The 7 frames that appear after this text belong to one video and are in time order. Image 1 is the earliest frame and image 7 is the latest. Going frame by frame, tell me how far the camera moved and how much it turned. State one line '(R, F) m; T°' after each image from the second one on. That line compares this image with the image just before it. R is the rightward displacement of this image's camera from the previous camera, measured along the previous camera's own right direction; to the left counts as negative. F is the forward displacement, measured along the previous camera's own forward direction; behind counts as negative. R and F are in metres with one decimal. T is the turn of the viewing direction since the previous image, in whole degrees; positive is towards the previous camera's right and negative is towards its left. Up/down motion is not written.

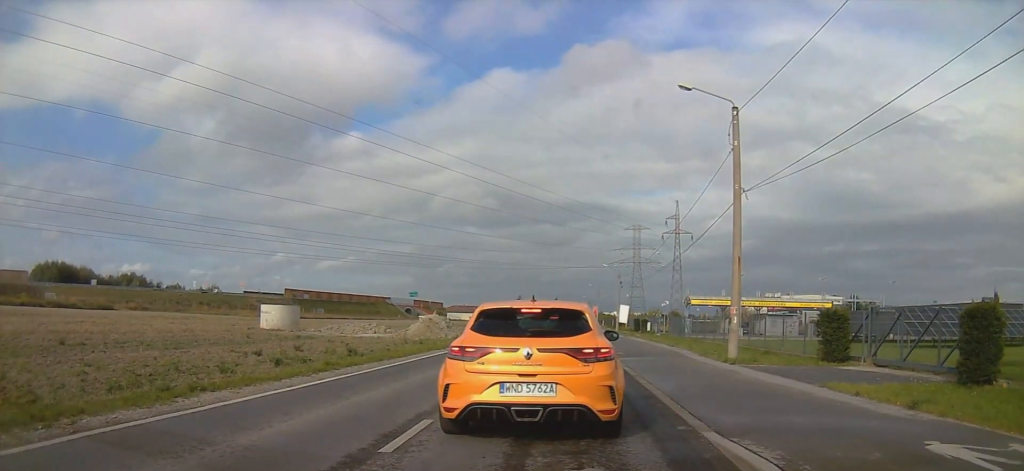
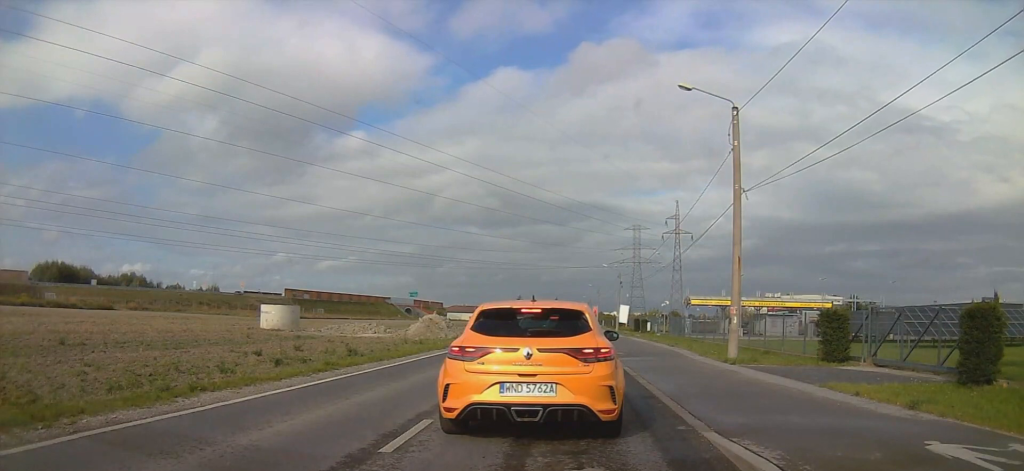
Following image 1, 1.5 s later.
(0.0, +0.4) m; 0°
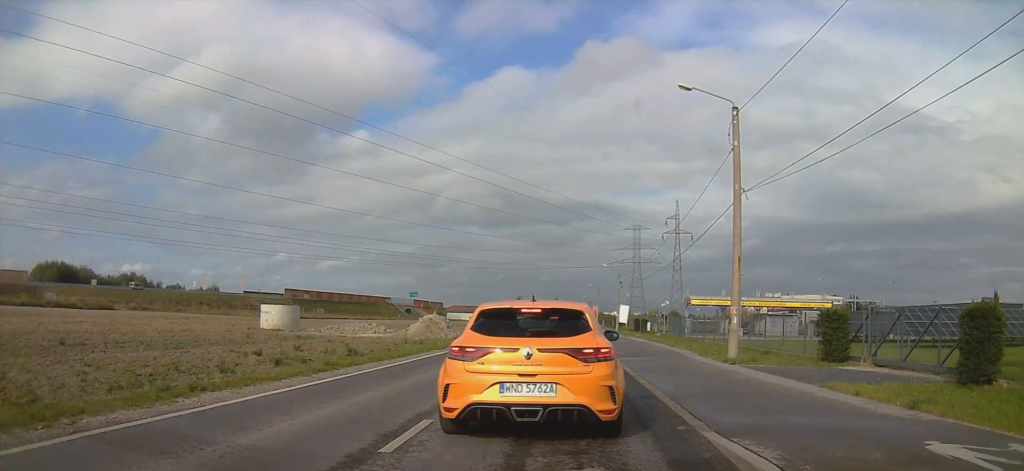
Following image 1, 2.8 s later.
(0.0, 0.0) m; 0°
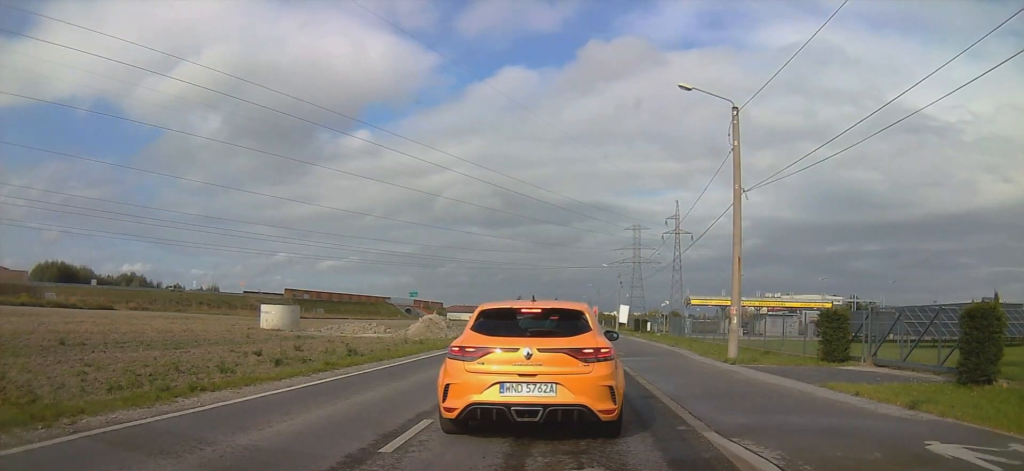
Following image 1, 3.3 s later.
(0.0, 0.0) m; 0°
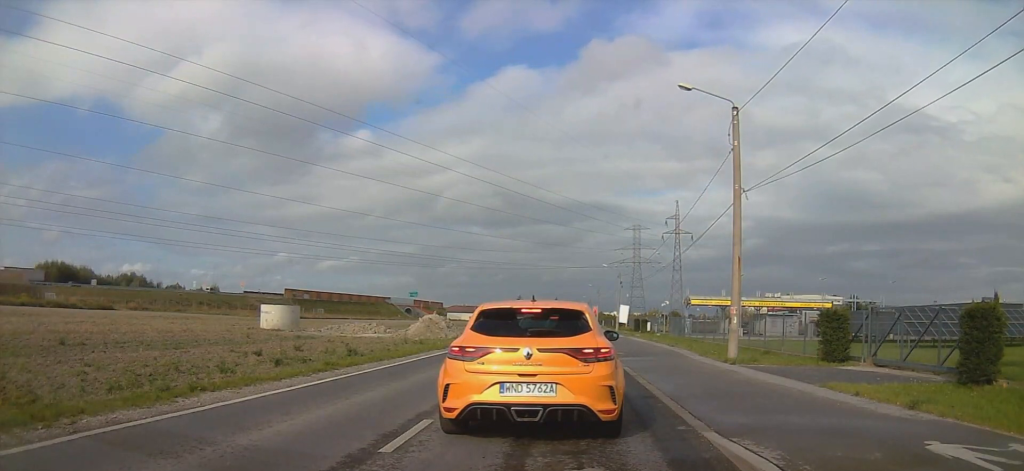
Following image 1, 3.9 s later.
(0.0, 0.0) m; 0°
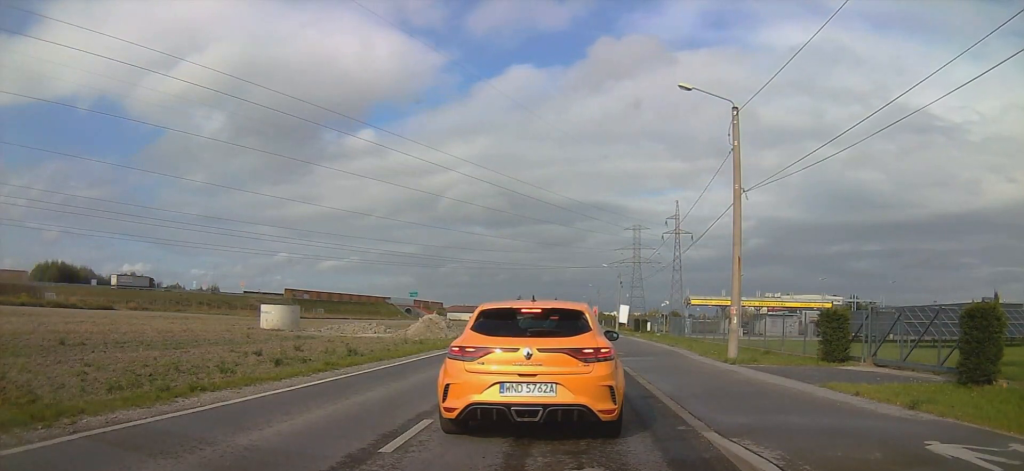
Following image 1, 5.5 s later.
(0.0, 0.0) m; 0°
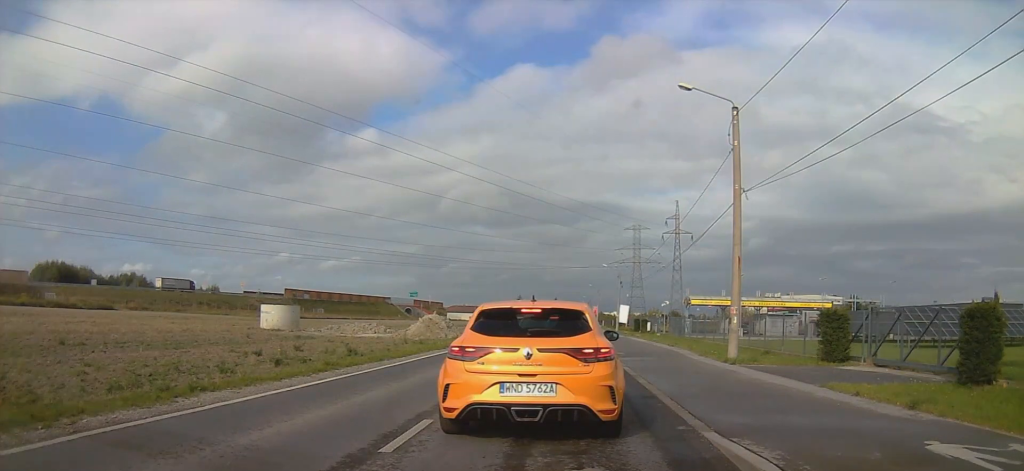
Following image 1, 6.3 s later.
(0.0, 0.0) m; 0°
